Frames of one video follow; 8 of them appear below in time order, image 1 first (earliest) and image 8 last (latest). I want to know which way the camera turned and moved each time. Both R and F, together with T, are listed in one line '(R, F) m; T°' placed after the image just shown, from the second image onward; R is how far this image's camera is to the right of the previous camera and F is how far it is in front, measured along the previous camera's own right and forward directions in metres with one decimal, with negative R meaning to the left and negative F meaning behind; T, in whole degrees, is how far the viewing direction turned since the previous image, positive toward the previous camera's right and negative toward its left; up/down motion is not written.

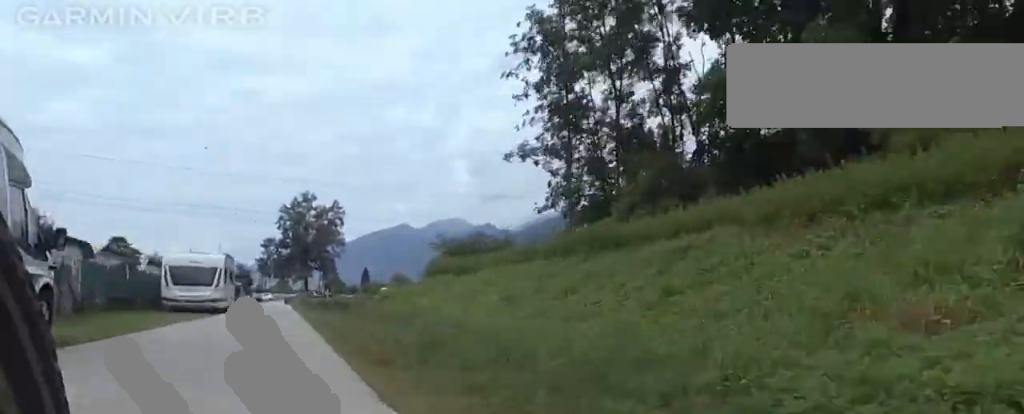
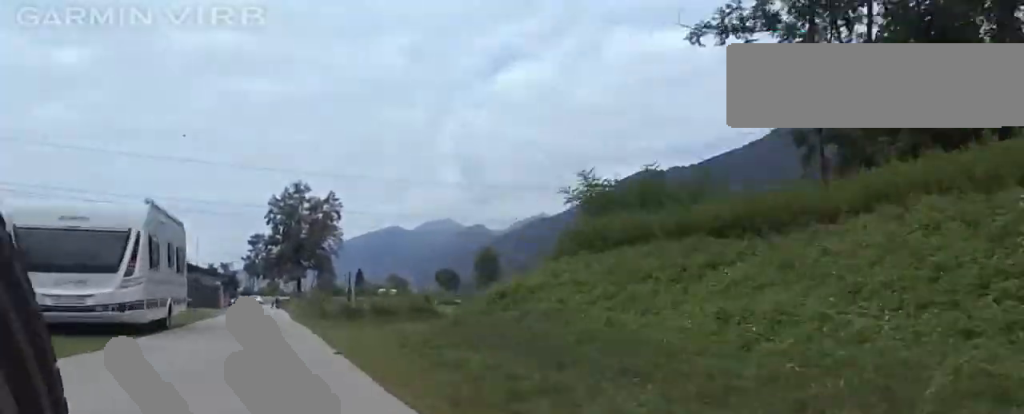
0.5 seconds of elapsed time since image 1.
(+0.2, +3.7) m; -5°
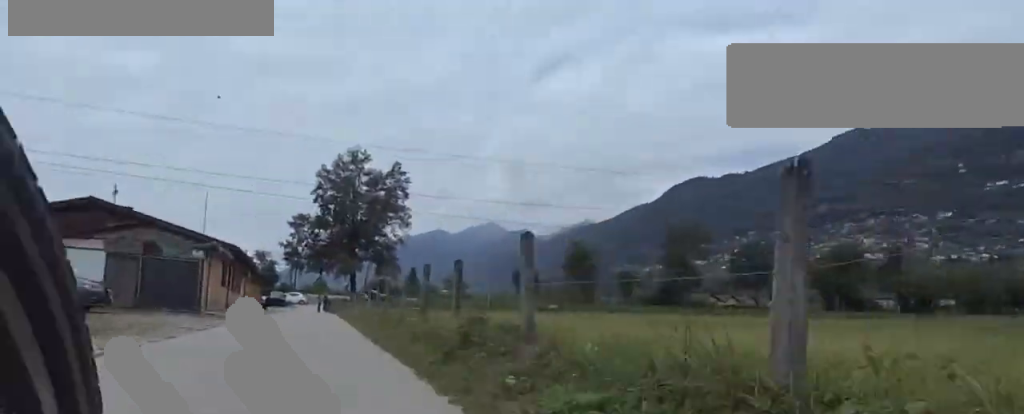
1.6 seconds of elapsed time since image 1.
(-1.0, +6.3) m; -30°
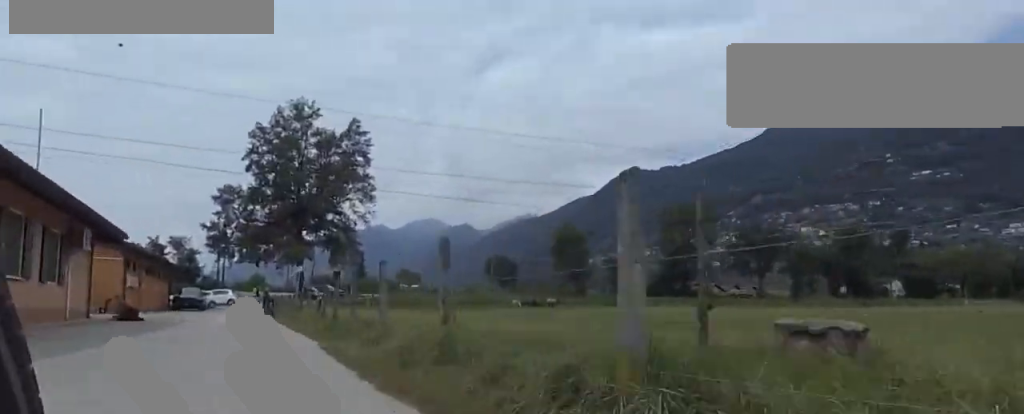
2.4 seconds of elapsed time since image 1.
(-1.5, +6.8) m; -10°
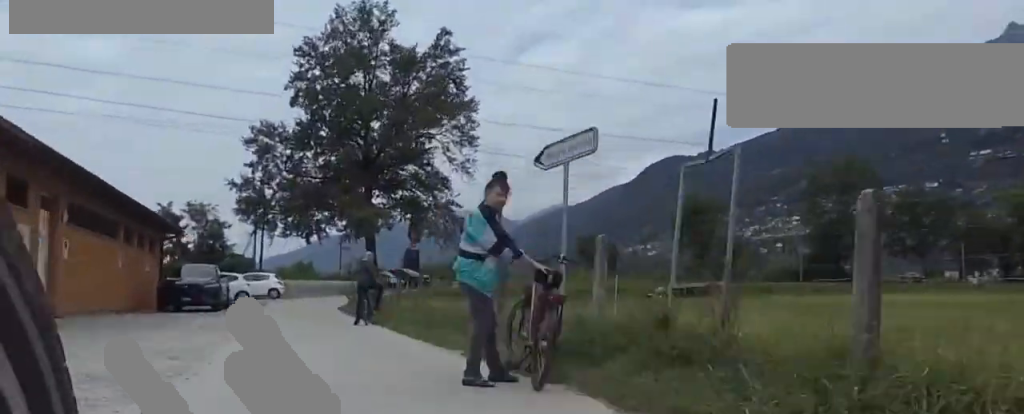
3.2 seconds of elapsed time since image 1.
(-0.7, +12.2) m; -3°
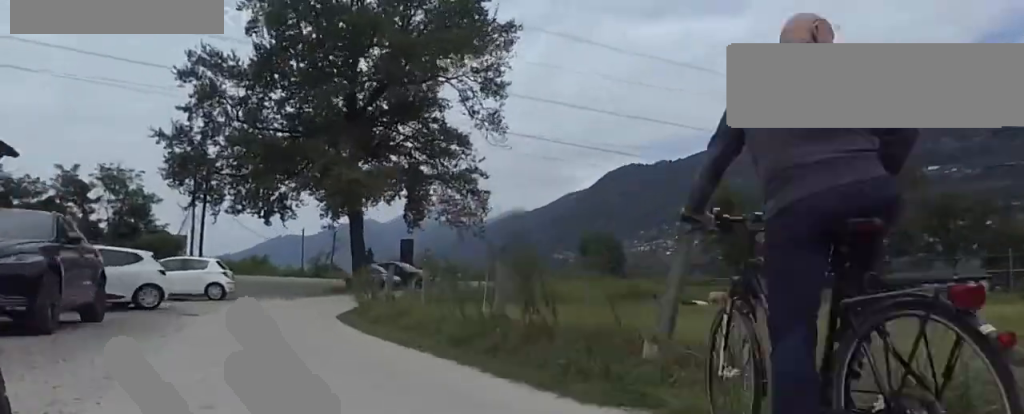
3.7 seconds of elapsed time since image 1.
(0.0, +8.0) m; +2°
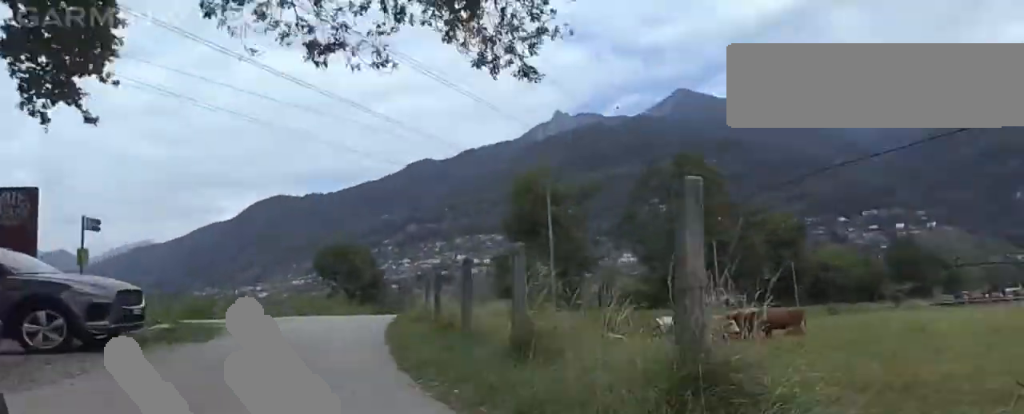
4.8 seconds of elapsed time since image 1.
(+2.4, +21.9) m; +29°
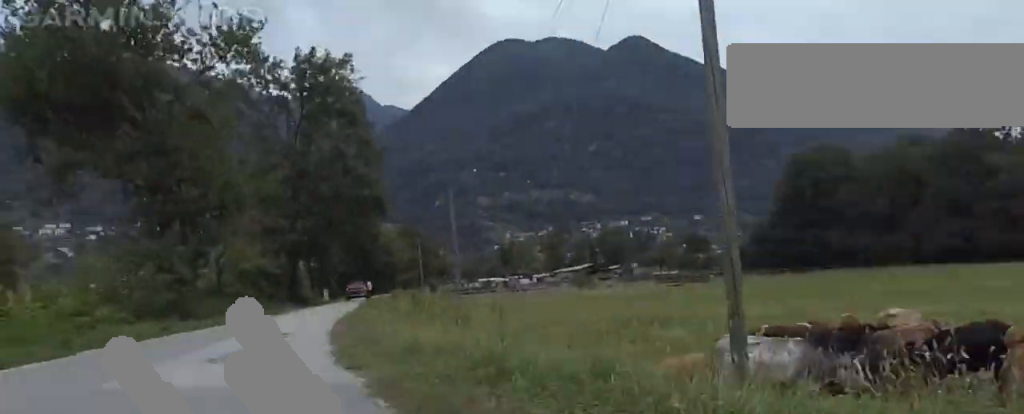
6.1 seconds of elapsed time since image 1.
(+11.8, +25.0) m; +31°
